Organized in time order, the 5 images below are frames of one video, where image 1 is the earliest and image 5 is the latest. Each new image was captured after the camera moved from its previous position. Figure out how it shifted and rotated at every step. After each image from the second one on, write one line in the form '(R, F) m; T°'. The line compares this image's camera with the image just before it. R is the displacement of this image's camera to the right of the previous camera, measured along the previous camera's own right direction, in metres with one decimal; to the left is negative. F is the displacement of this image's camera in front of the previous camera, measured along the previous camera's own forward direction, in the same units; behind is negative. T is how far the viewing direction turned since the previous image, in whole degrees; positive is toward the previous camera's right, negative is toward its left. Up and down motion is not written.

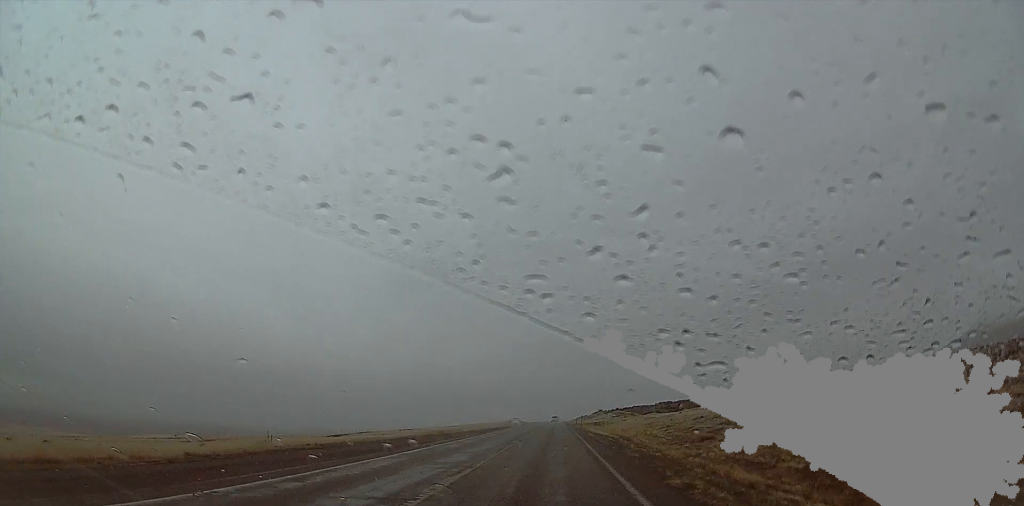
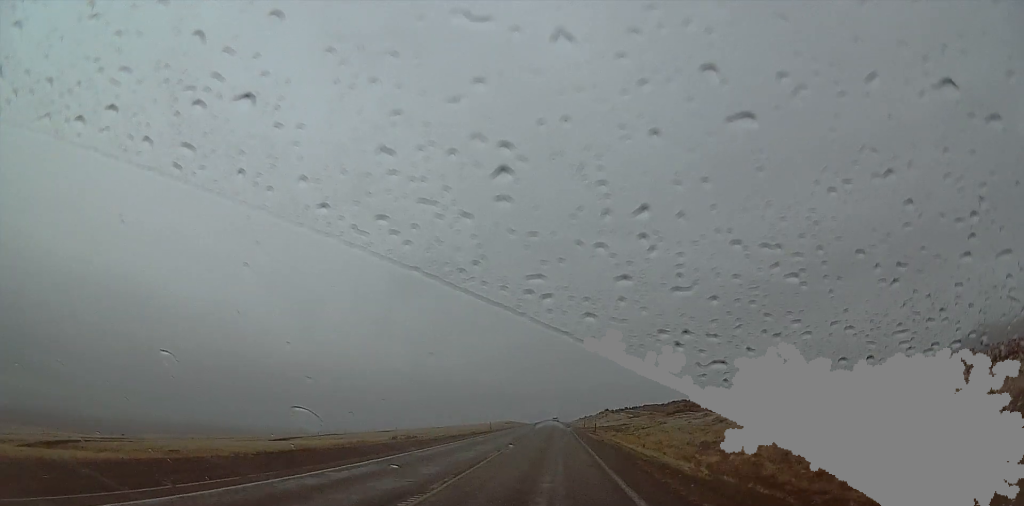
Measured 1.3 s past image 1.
(-0.1, +35.1) m; 0°
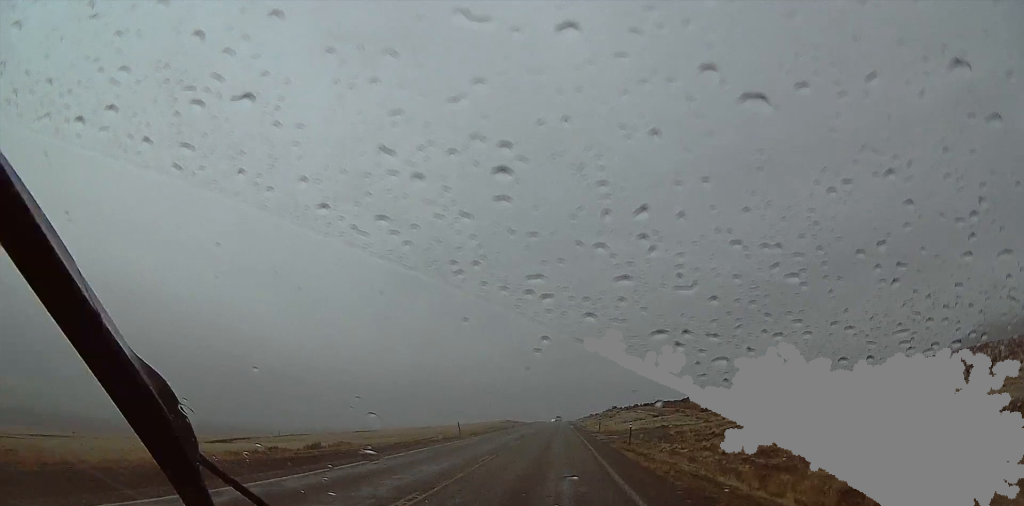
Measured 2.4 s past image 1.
(0.0, +28.1) m; 0°
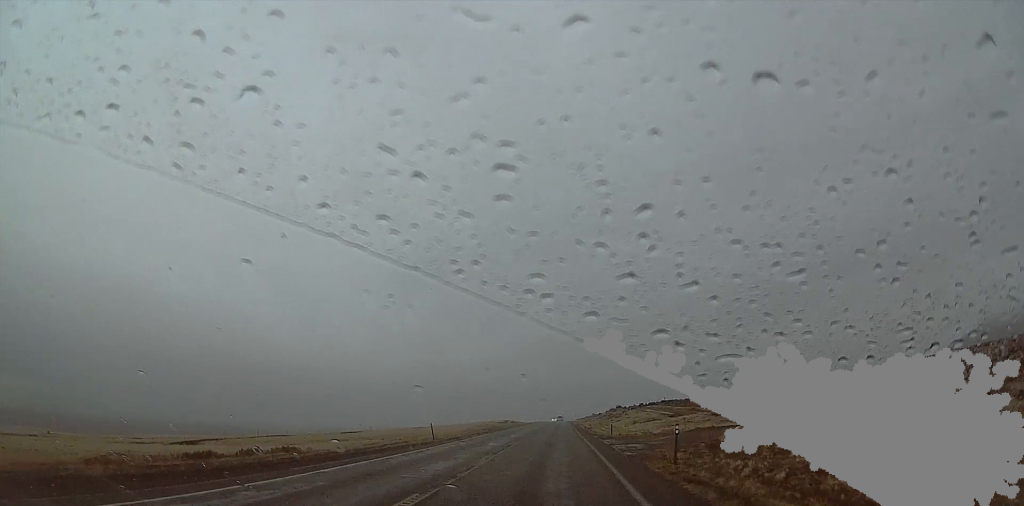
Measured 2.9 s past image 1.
(-0.1, +12.2) m; 0°
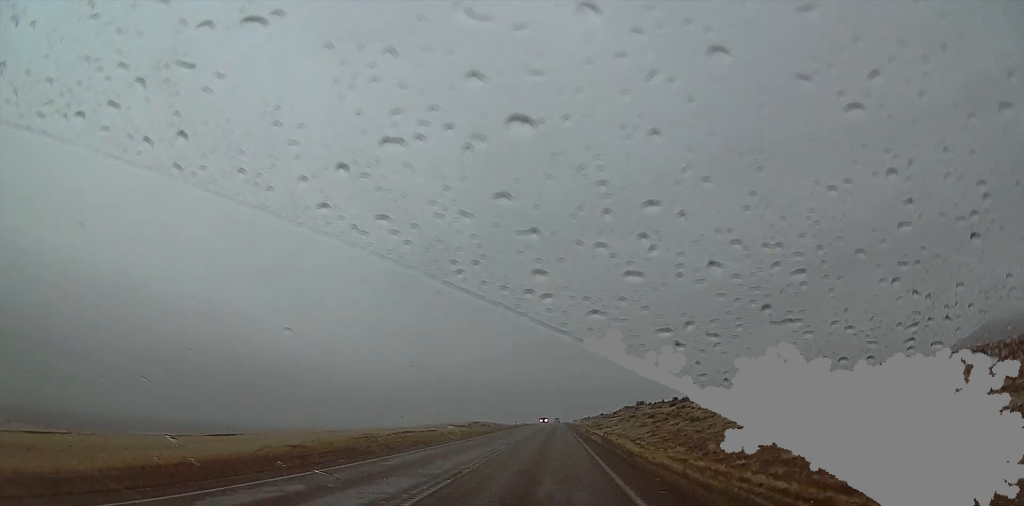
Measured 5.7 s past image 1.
(-2.5, +74.0) m; -1°
